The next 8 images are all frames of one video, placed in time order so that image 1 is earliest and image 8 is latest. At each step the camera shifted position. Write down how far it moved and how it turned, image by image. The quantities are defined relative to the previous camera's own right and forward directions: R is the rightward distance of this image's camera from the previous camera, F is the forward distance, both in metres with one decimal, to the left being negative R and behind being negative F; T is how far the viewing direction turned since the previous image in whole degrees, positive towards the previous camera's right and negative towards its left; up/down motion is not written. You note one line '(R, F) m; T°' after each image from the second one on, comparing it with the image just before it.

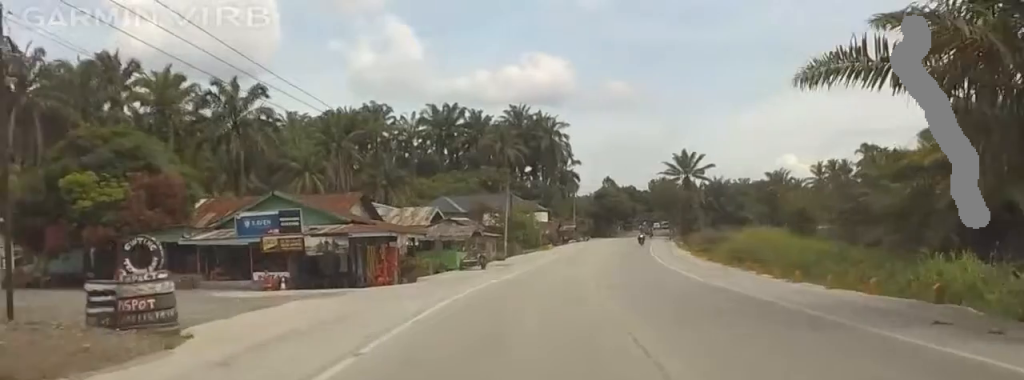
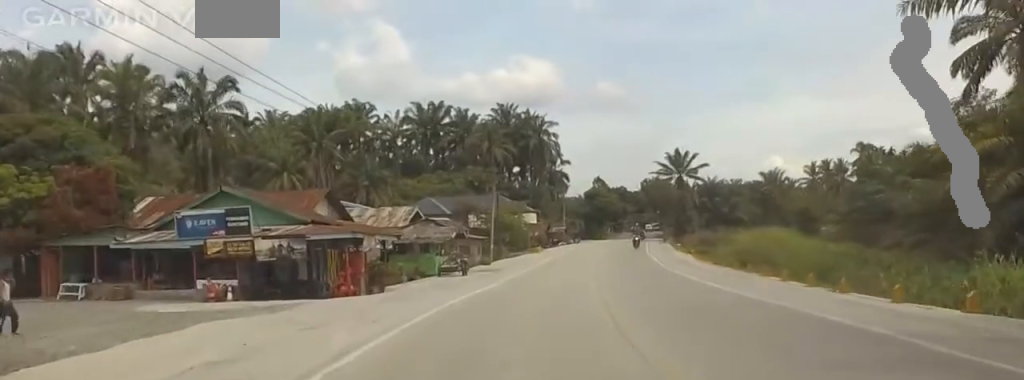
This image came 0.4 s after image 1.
(+0.1, +5.0) m; -2°
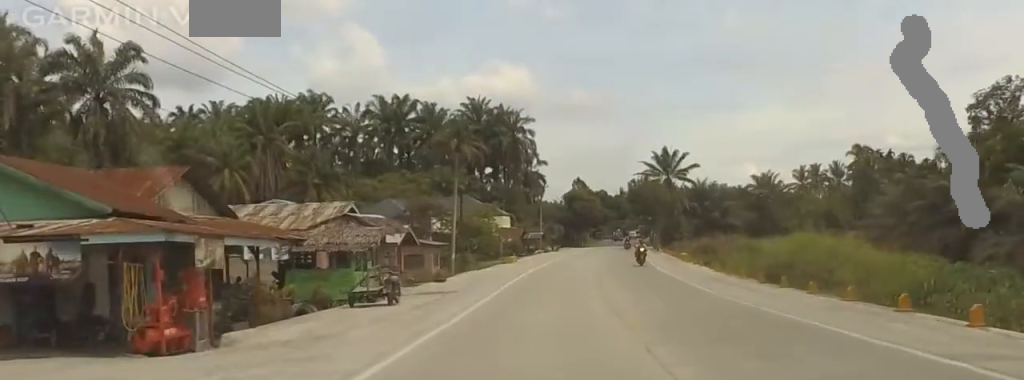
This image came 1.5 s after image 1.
(-1.1, +13.9) m; -8°
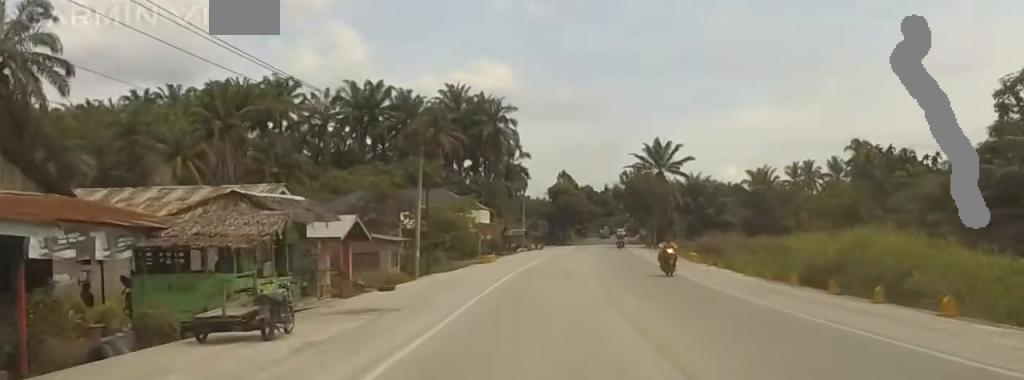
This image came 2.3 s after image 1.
(-0.5, +9.2) m; -5°
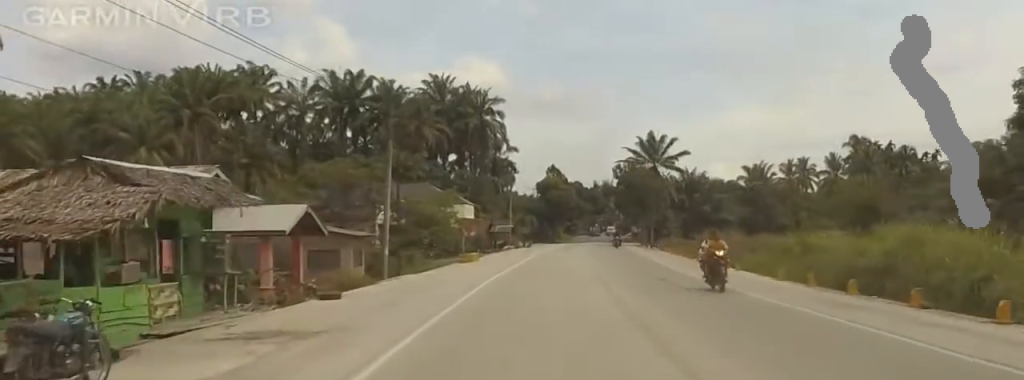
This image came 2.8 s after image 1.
(-0.2, +5.9) m; -4°
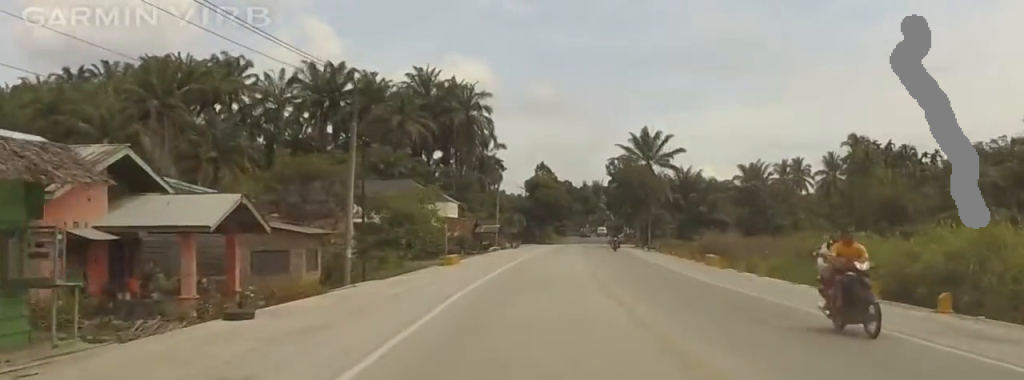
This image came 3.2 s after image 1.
(+0.1, +5.5) m; -4°
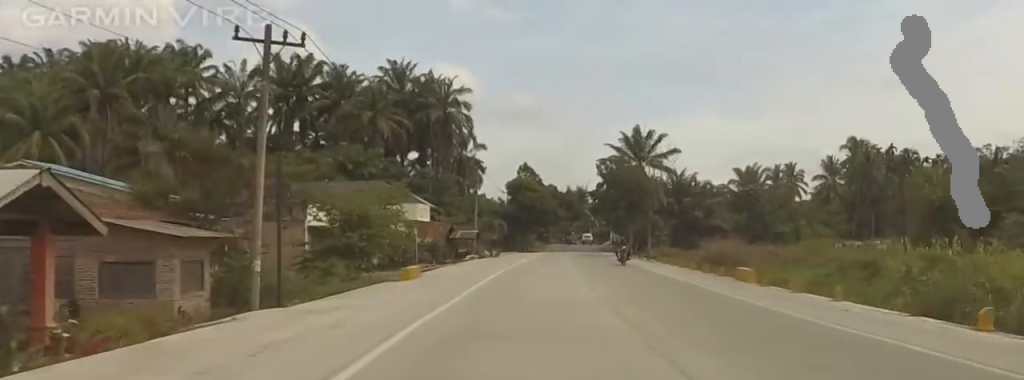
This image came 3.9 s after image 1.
(-0.8, +9.1) m; -5°
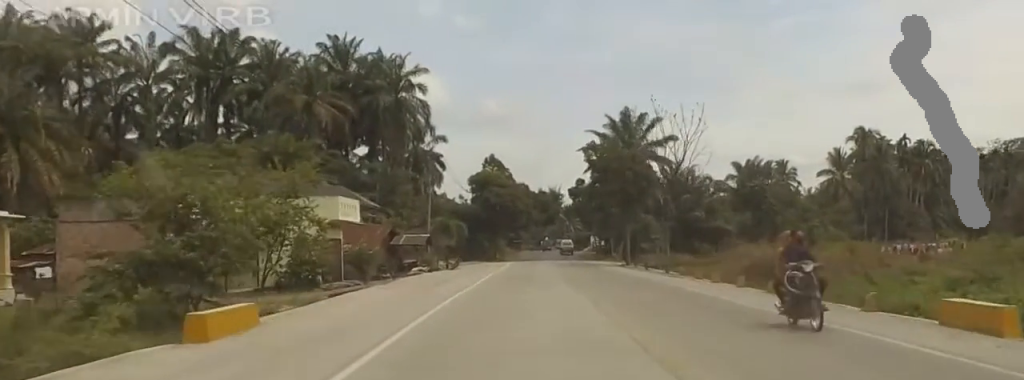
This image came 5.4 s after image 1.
(-1.1, +18.9) m; -3°
